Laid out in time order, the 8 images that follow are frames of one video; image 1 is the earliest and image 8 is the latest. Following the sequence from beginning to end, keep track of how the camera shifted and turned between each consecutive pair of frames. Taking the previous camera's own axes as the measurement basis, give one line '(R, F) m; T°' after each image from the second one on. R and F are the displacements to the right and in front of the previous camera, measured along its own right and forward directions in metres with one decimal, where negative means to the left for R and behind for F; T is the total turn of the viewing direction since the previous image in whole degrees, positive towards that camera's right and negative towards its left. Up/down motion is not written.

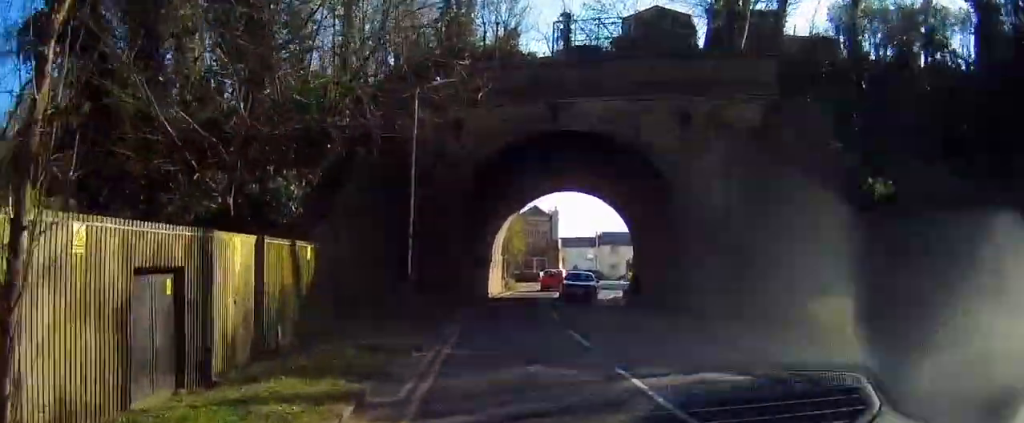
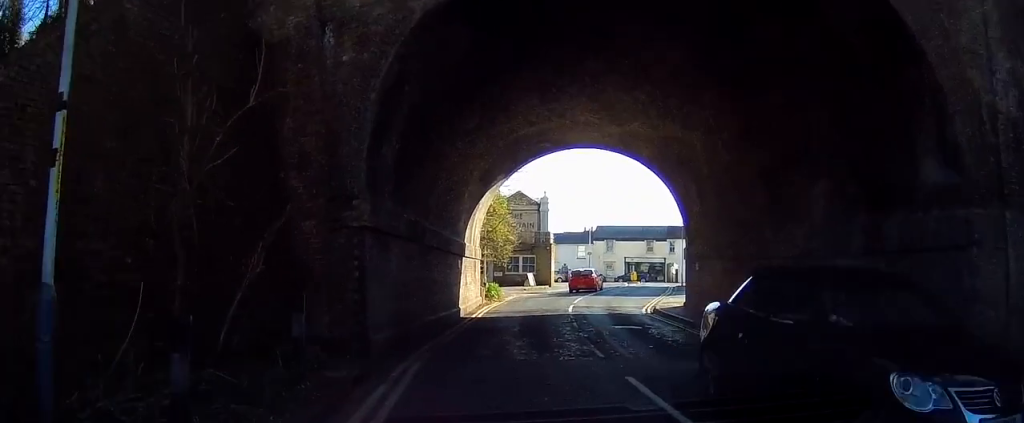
(0.0, +14.2) m; -1°
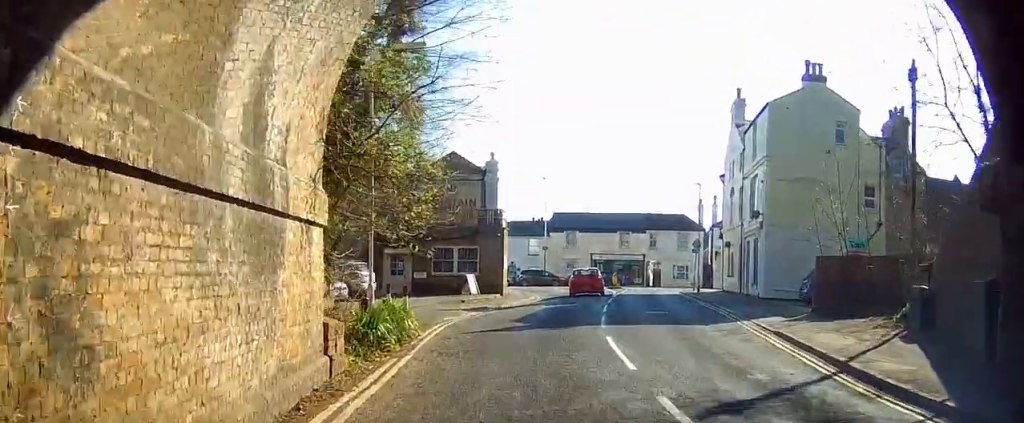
(-0.7, +19.2) m; -2°
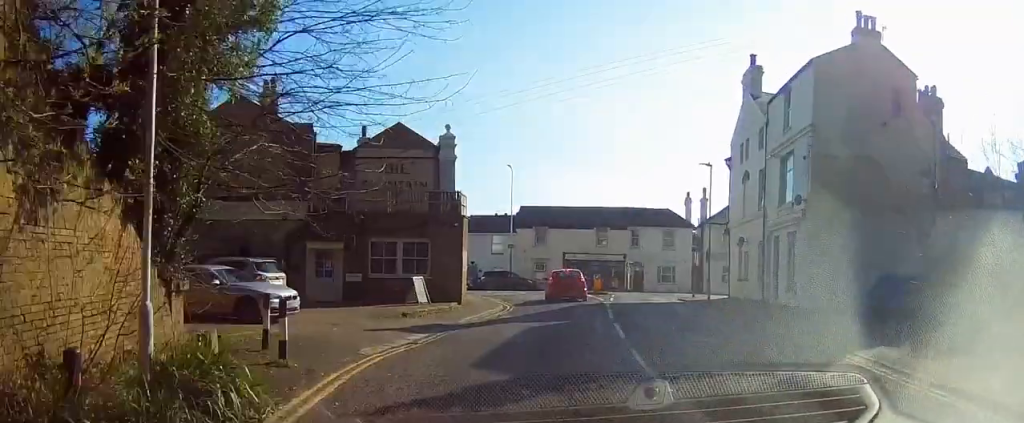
(+0.2, +7.5) m; +2°
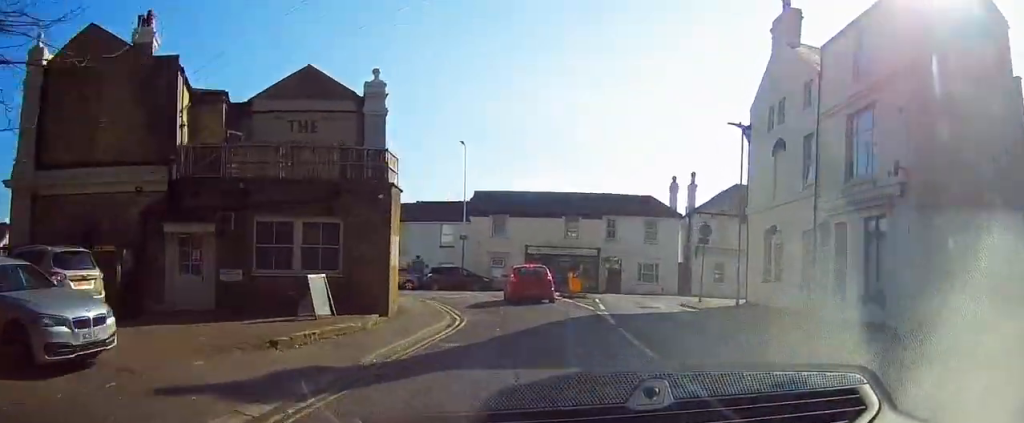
(+0.2, +8.4) m; +6°
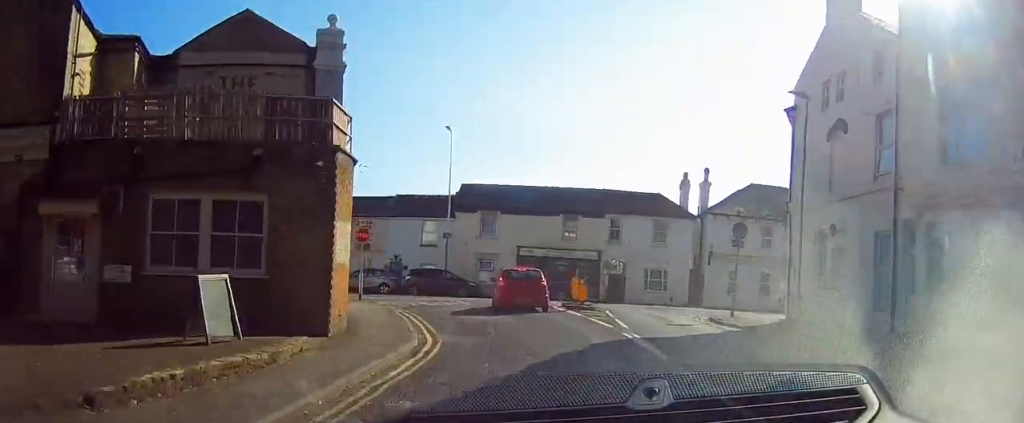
(+0.2, +5.3) m; +4°
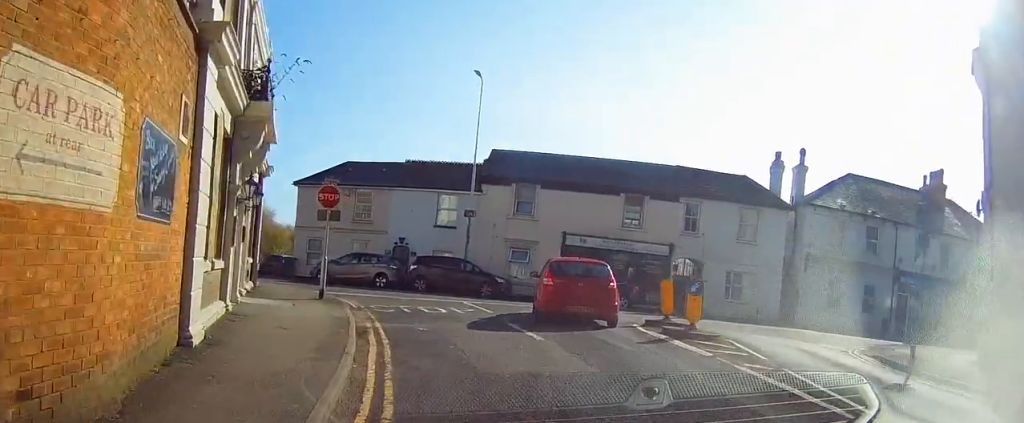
(+0.7, +10.7) m; +2°
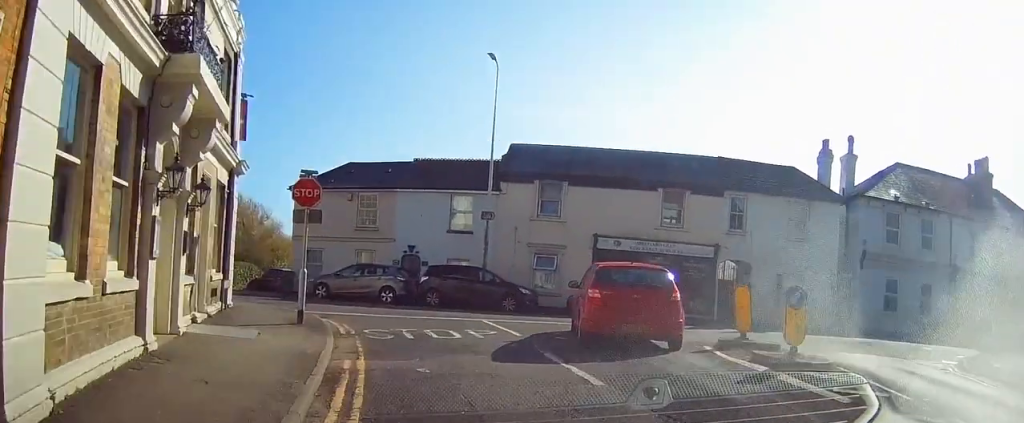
(-0.1, +4.0) m; -1°
